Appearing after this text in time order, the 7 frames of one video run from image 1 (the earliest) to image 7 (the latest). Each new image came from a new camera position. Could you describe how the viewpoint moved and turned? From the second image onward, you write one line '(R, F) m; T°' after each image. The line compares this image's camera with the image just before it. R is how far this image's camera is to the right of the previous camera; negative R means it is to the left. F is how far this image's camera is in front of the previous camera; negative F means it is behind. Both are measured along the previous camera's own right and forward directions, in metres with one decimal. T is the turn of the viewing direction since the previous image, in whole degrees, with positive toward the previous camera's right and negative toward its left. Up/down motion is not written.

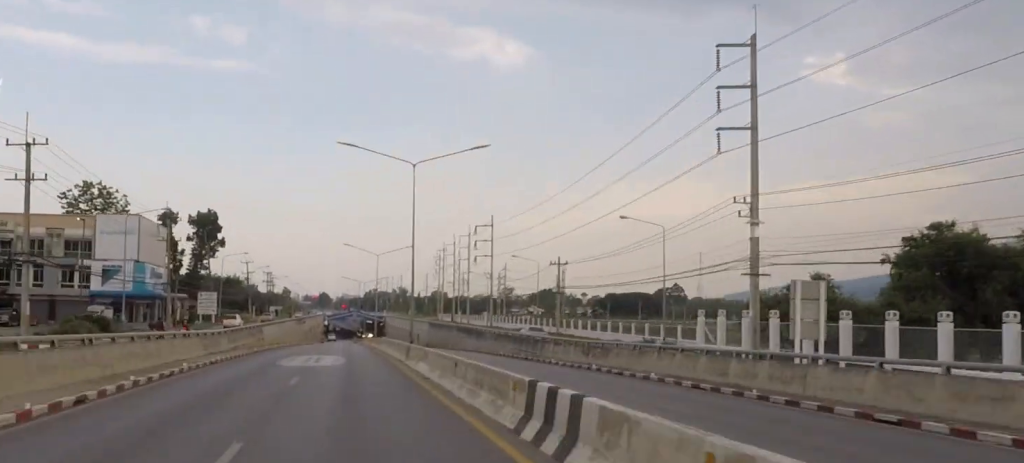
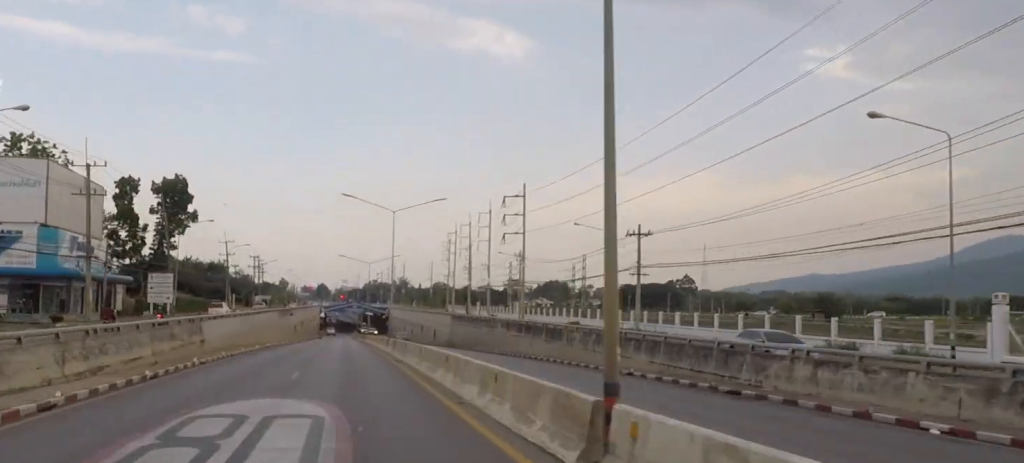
(+0.7, +22.6) m; -1°
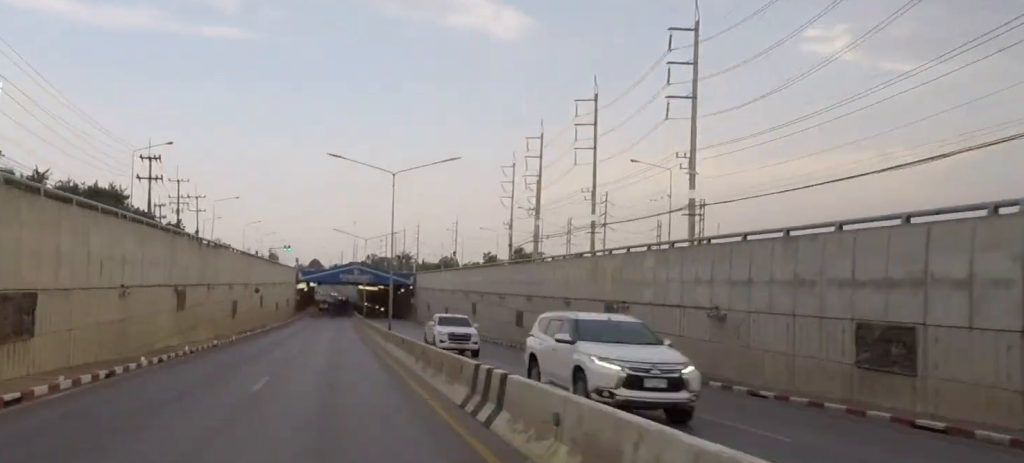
(-2.8, +78.1) m; -2°
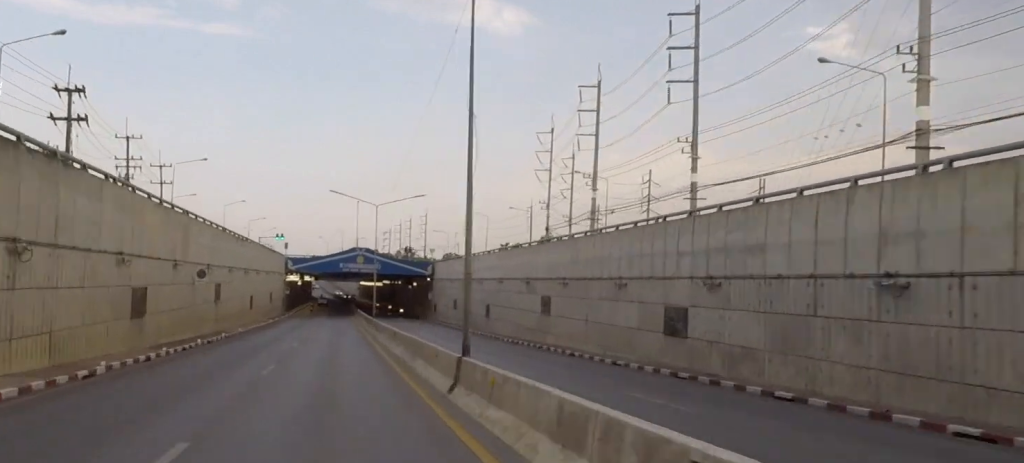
(+0.4, +21.5) m; +1°
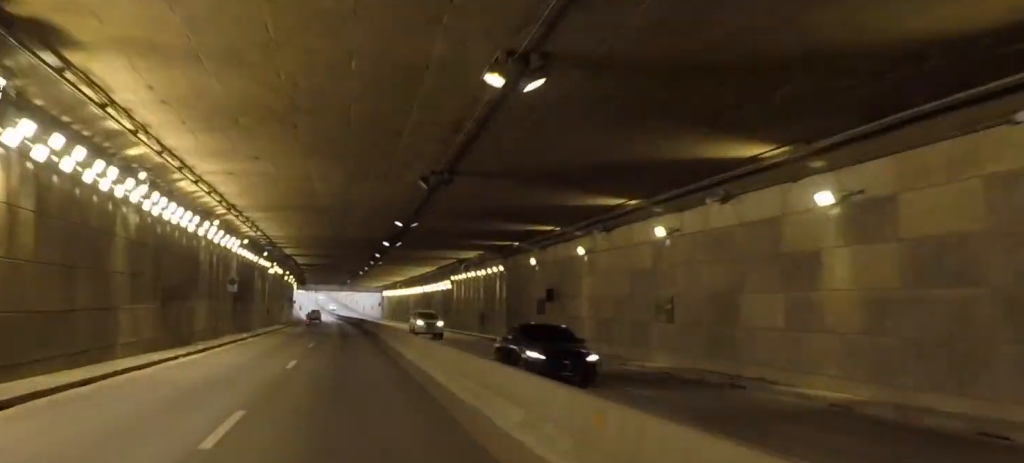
(-0.9, +106.2) m; -2°
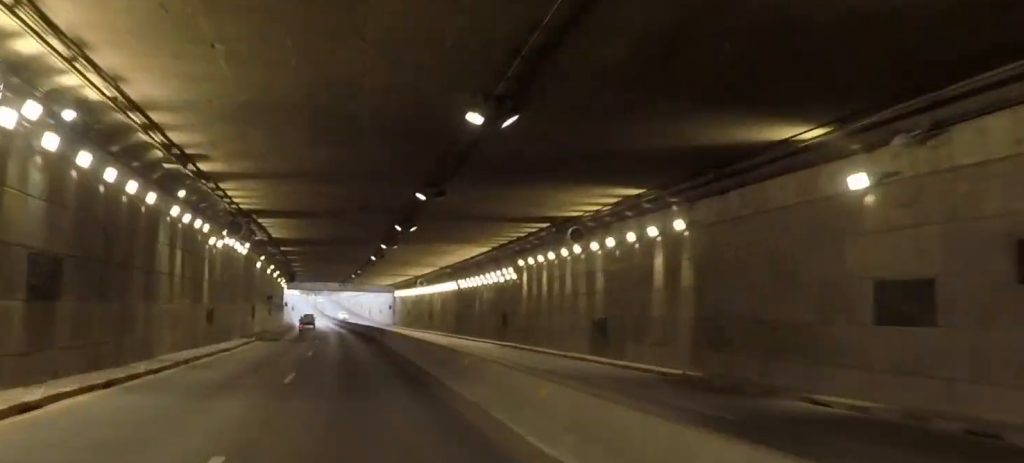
(-0.3, +26.9) m; -1°
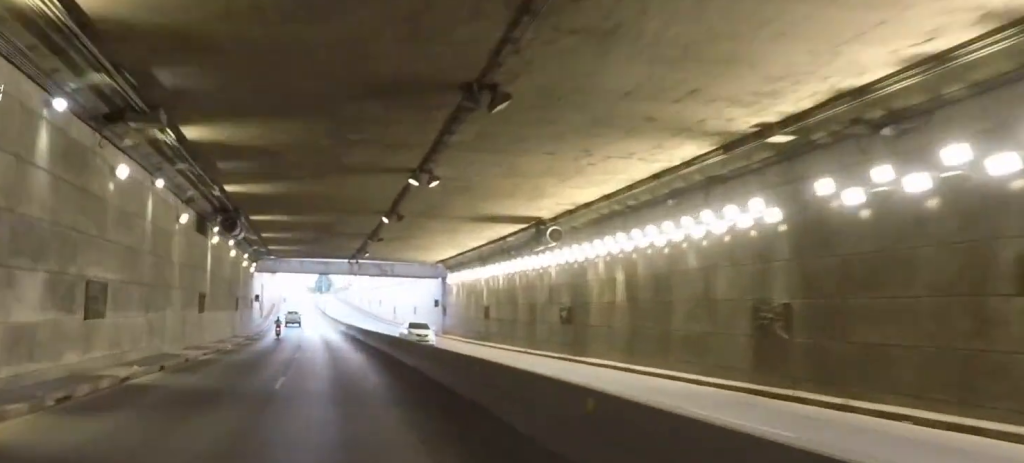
(-0.3, +48.6) m; -1°
